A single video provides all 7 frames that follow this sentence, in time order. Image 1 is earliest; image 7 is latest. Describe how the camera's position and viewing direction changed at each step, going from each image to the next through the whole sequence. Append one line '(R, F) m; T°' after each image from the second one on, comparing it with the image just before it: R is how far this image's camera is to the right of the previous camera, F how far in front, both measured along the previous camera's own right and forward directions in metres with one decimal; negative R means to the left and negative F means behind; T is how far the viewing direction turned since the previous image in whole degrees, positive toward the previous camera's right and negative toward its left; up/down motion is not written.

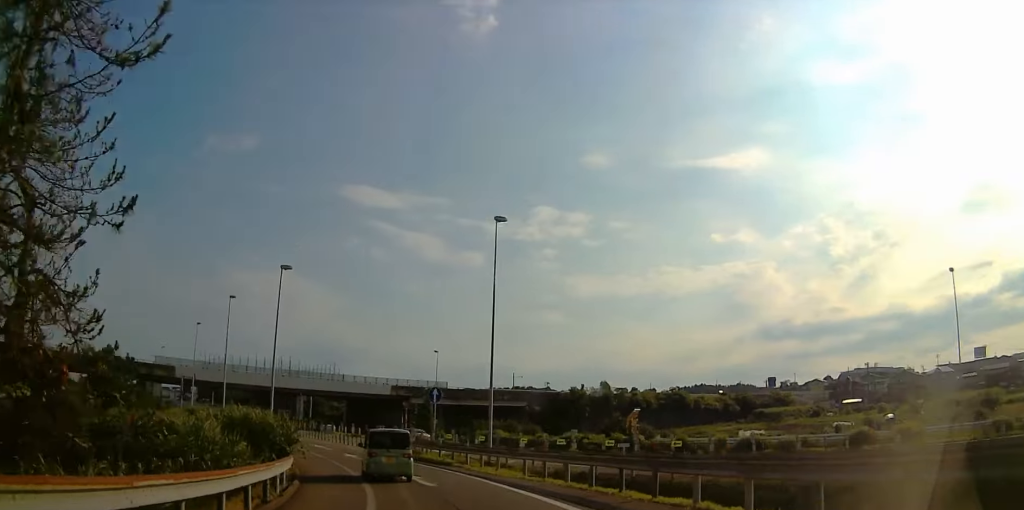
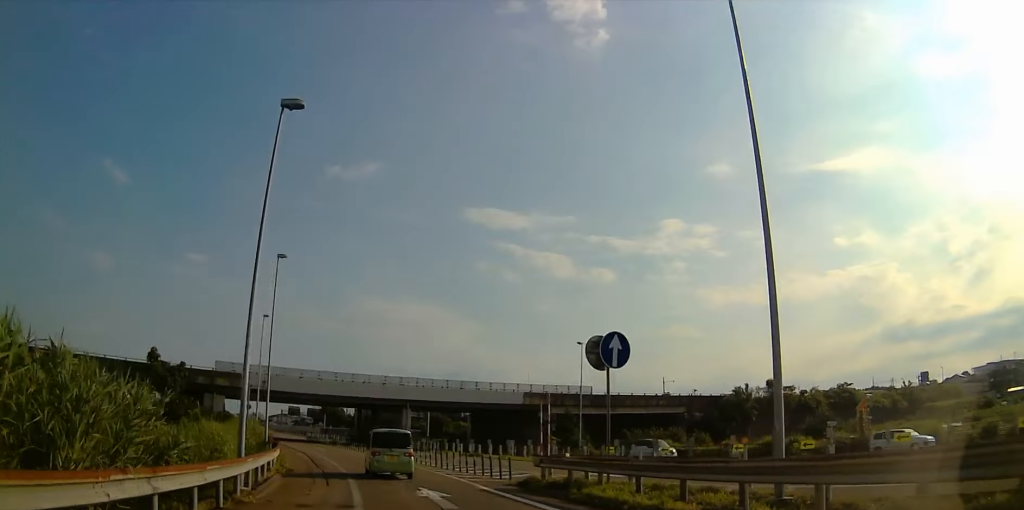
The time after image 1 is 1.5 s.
(-4.3, +20.0) m; -16°
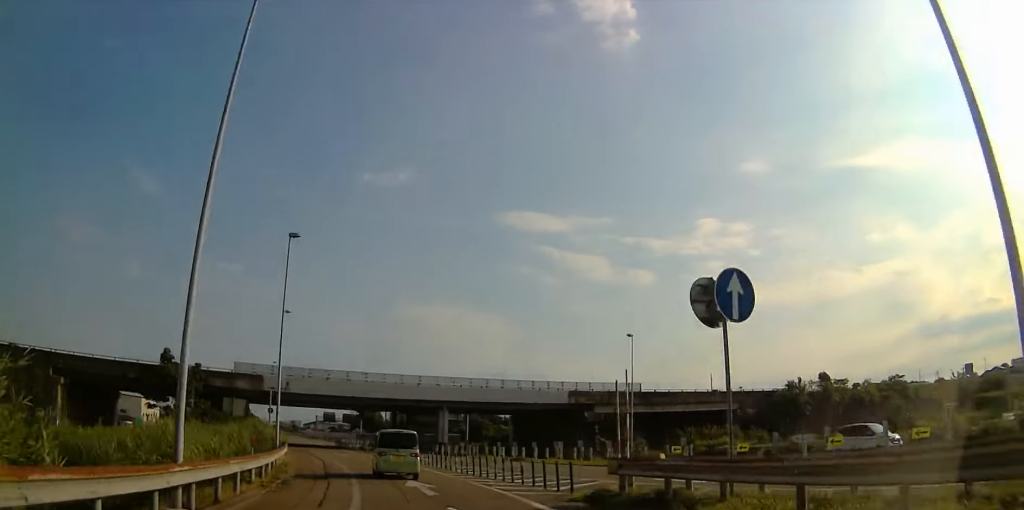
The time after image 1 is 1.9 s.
(-0.2, +5.6) m; -2°
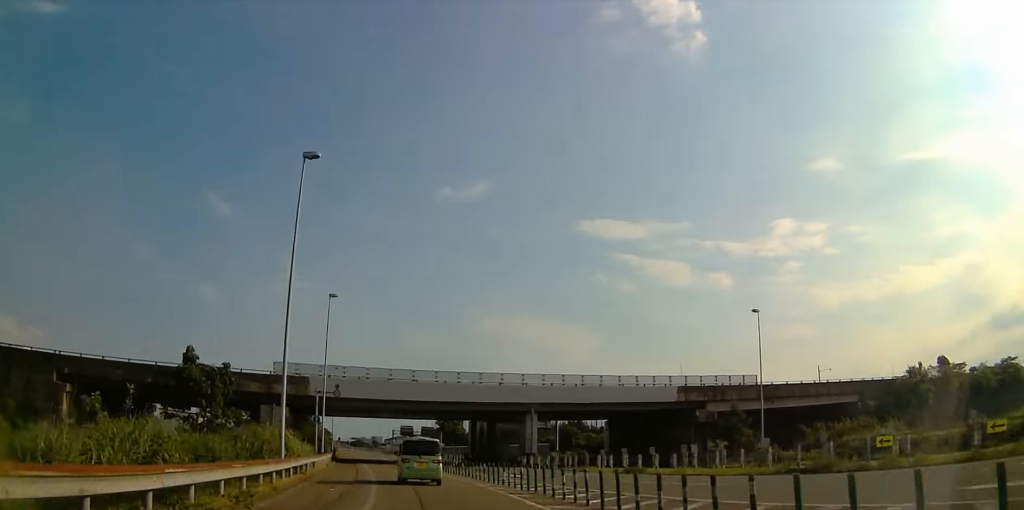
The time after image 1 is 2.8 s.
(+0.1, +12.3) m; -8°
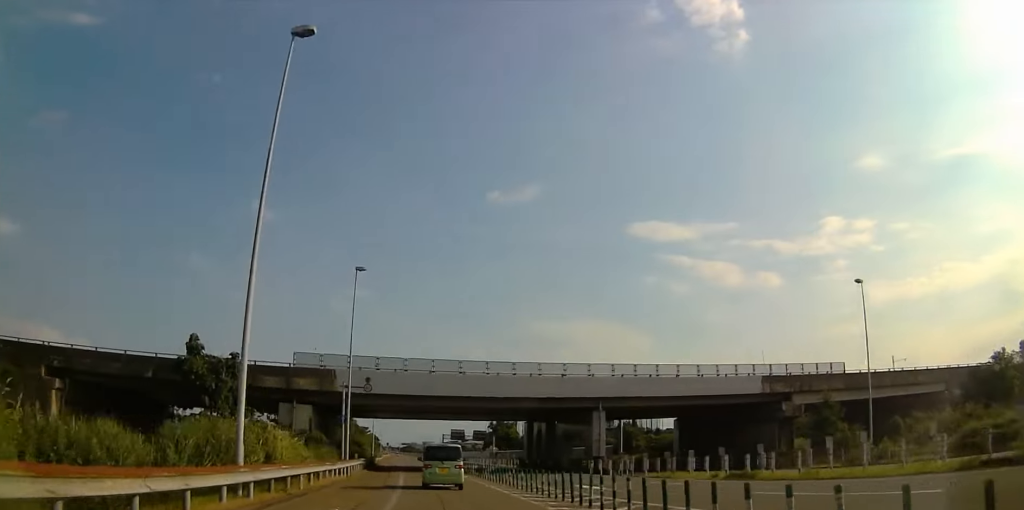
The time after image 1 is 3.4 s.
(-1.1, +8.5) m; -5°
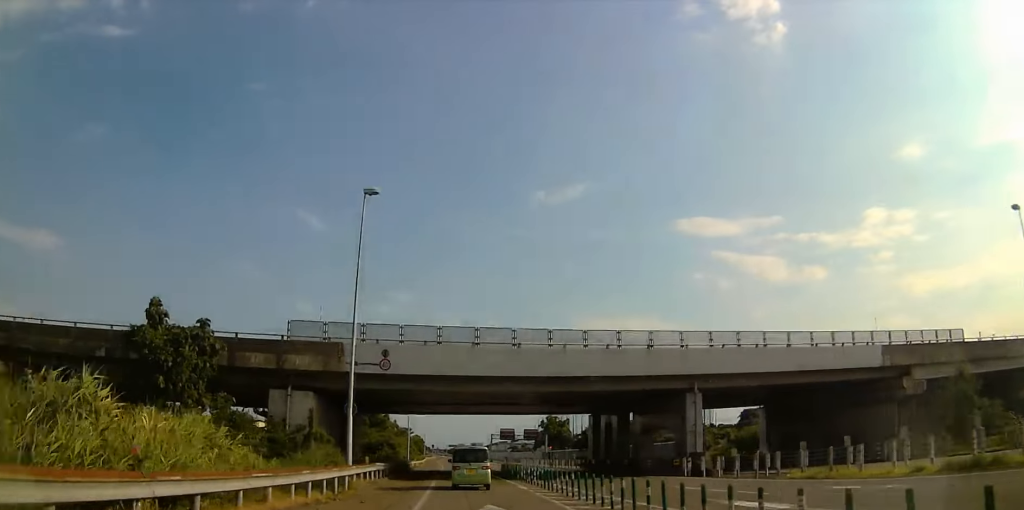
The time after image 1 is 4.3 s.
(-0.7, +12.5) m; -3°
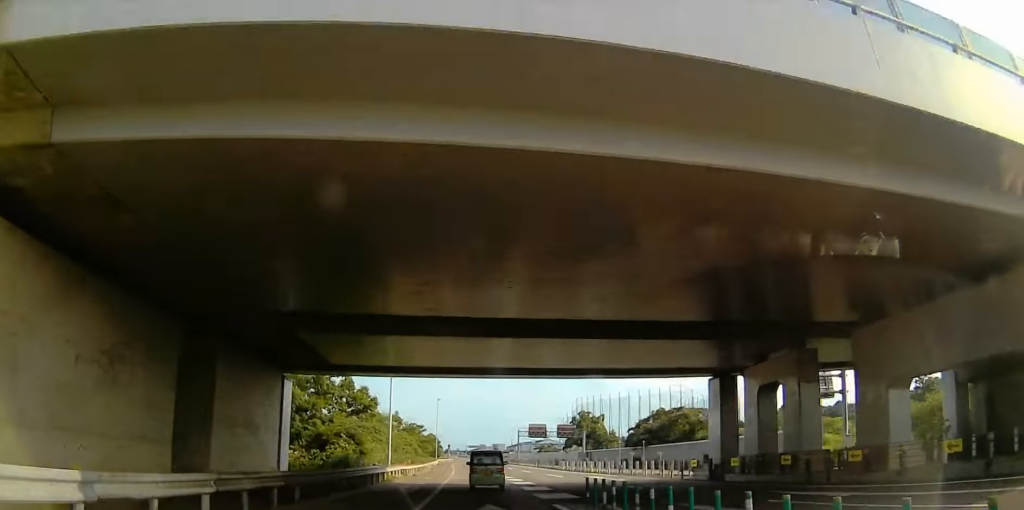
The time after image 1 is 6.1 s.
(+0.7, +30.5) m; +2°
